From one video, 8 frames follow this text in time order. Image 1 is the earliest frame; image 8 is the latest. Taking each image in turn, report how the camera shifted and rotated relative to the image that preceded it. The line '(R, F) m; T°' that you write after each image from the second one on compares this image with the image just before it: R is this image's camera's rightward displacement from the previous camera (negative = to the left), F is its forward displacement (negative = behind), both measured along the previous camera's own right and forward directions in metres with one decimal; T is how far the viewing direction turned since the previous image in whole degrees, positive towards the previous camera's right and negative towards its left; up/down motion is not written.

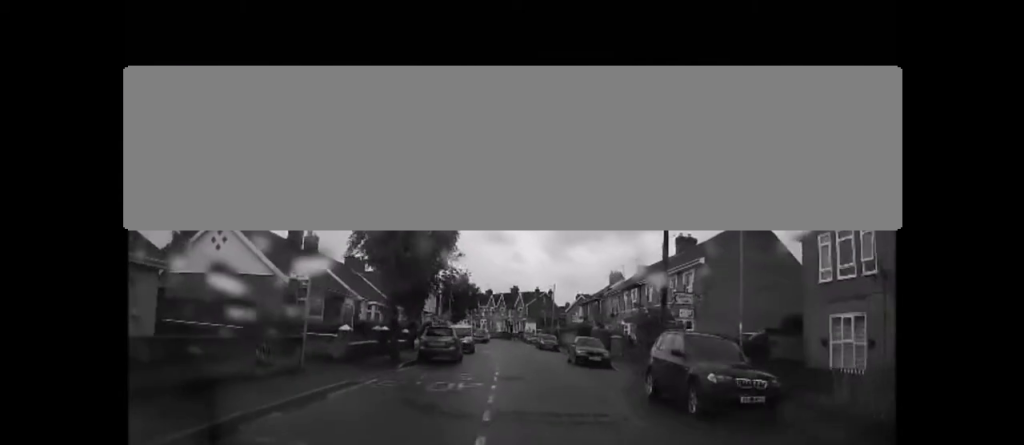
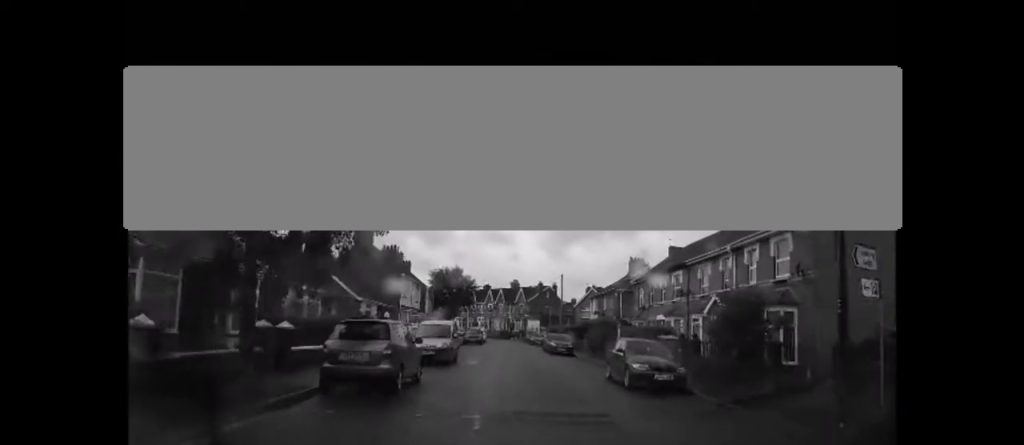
(0.0, +10.7) m; -1°
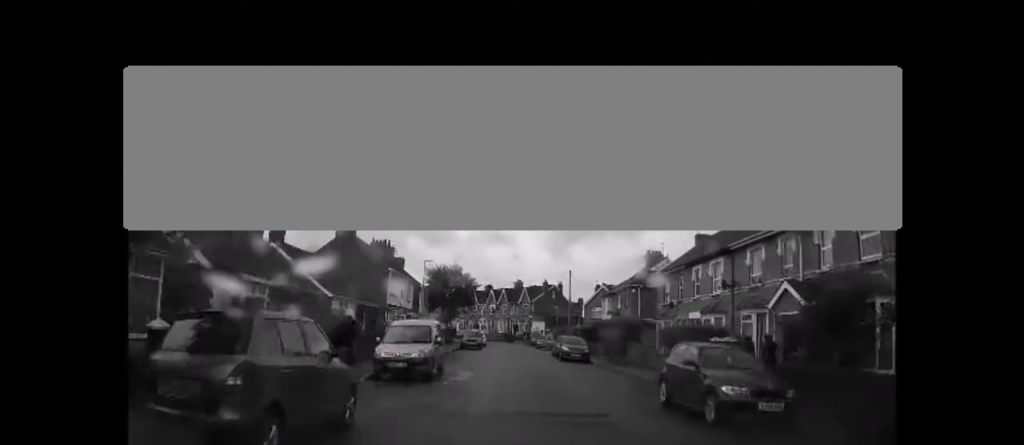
(-0.1, +5.4) m; -1°
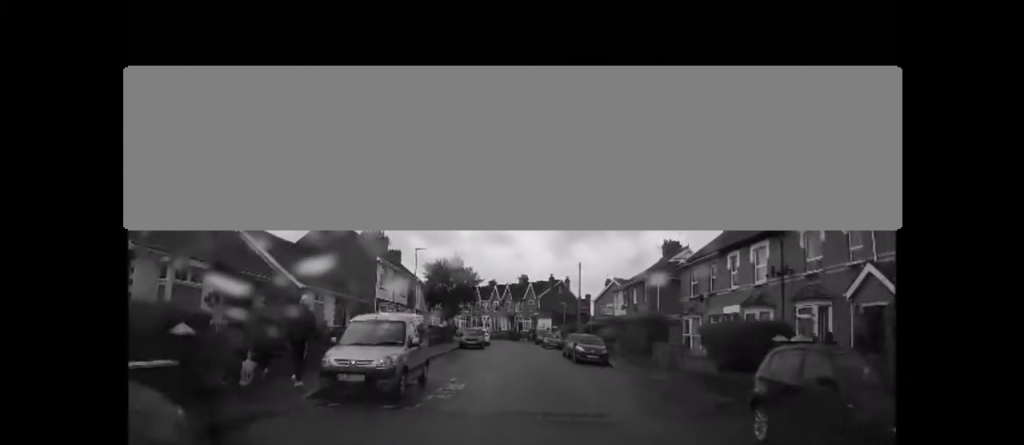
(0.0, +4.0) m; 0°
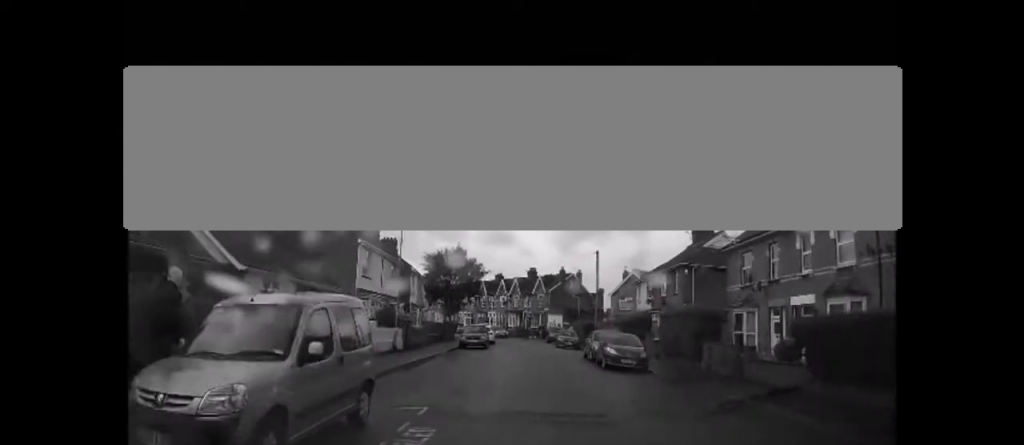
(0.0, +5.4) m; 0°
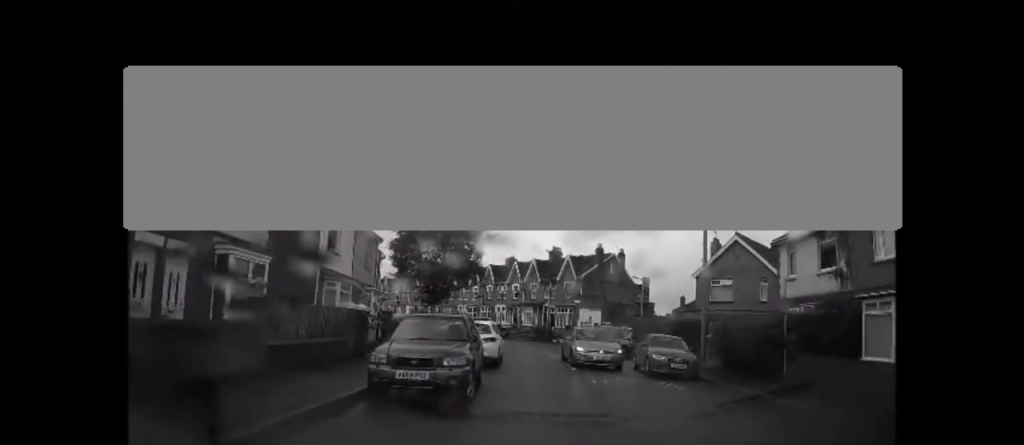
(-0.3, +21.4) m; +2°
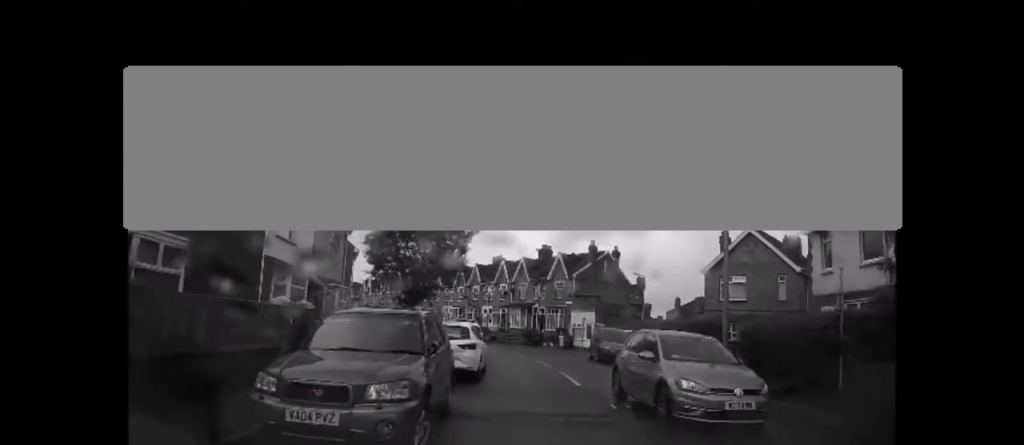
(0.0, +4.5) m; +1°
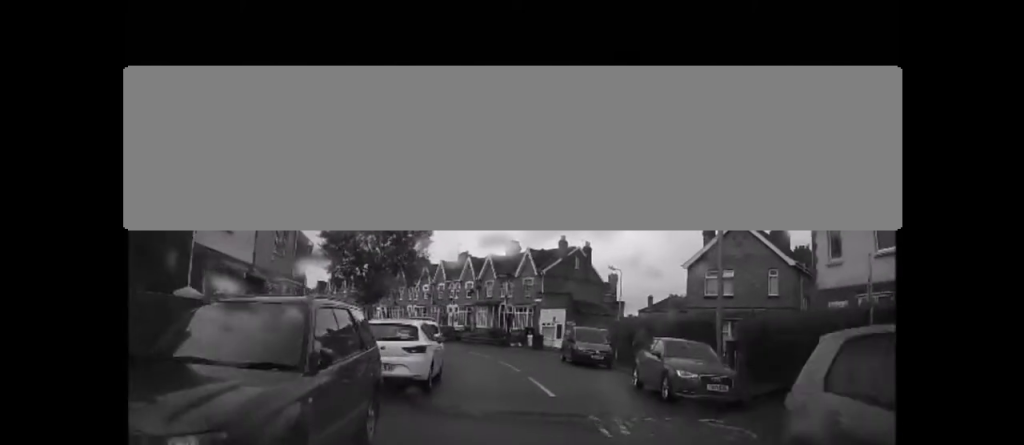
(0.0, +2.9) m; 0°
